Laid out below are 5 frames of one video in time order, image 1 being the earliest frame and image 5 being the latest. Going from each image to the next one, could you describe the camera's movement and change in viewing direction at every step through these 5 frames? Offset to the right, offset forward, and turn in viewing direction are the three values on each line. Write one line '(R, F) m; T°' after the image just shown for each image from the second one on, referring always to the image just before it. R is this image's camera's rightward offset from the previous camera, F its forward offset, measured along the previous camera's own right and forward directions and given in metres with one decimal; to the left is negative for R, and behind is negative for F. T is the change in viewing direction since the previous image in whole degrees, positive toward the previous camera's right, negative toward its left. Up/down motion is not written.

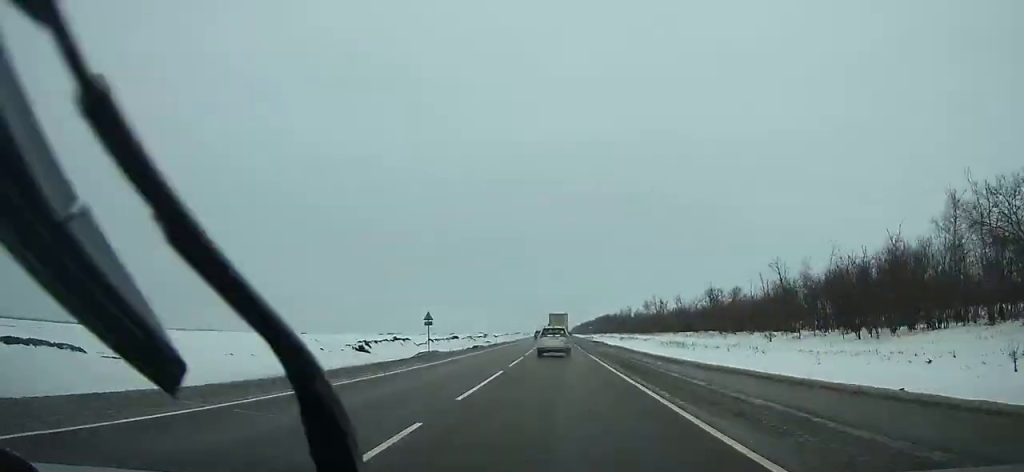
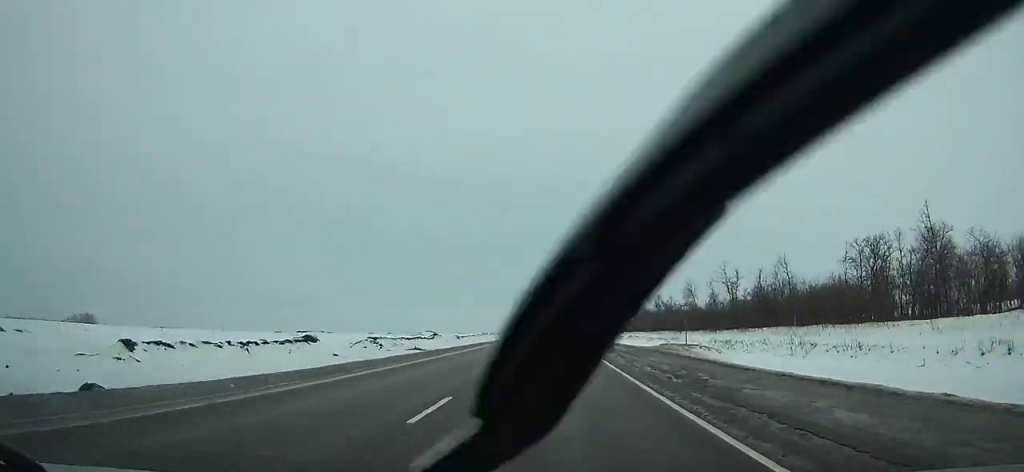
(0.0, +97.8) m; 0°
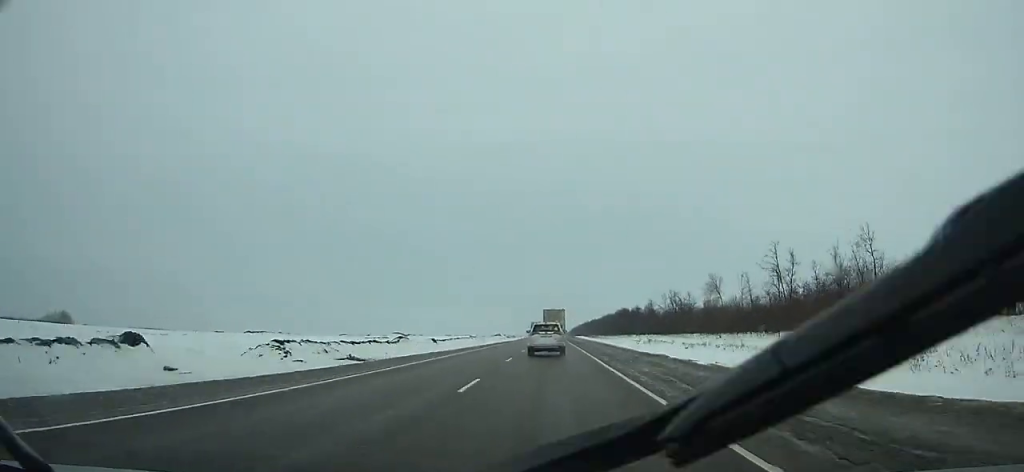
(0.0, +30.6) m; 0°
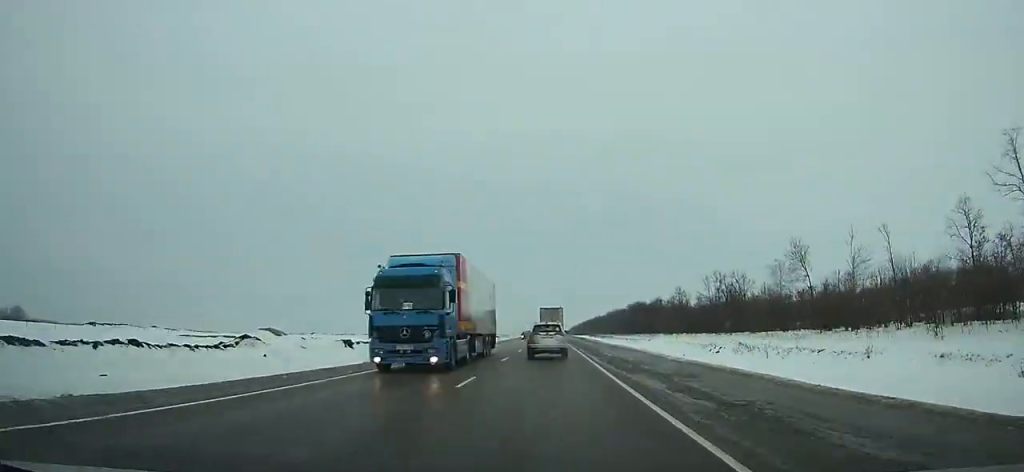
(+0.1, +58.2) m; 0°
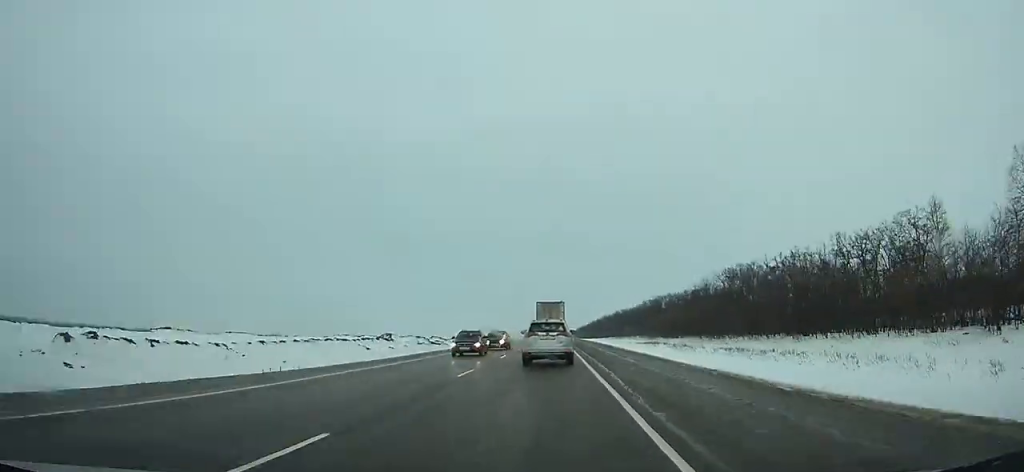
(0.0, +151.7) m; 0°
